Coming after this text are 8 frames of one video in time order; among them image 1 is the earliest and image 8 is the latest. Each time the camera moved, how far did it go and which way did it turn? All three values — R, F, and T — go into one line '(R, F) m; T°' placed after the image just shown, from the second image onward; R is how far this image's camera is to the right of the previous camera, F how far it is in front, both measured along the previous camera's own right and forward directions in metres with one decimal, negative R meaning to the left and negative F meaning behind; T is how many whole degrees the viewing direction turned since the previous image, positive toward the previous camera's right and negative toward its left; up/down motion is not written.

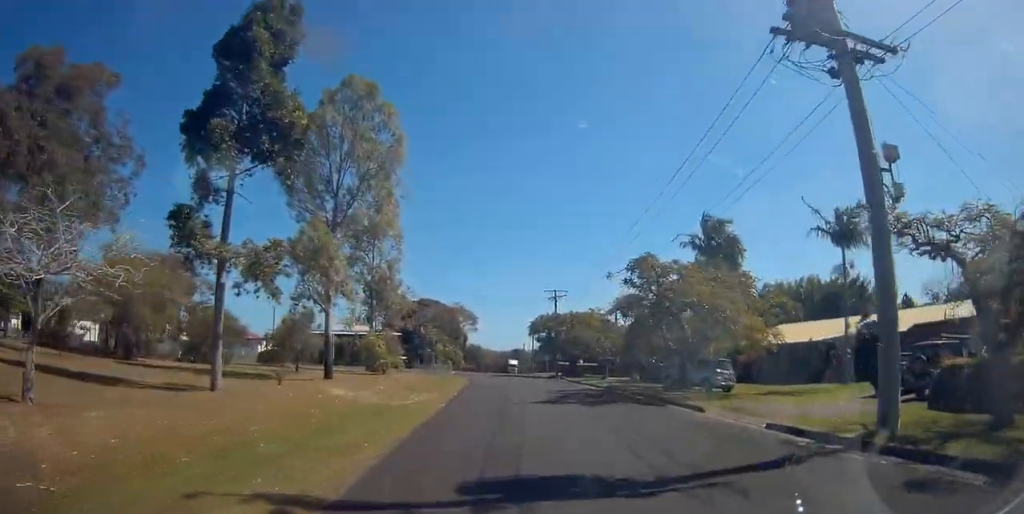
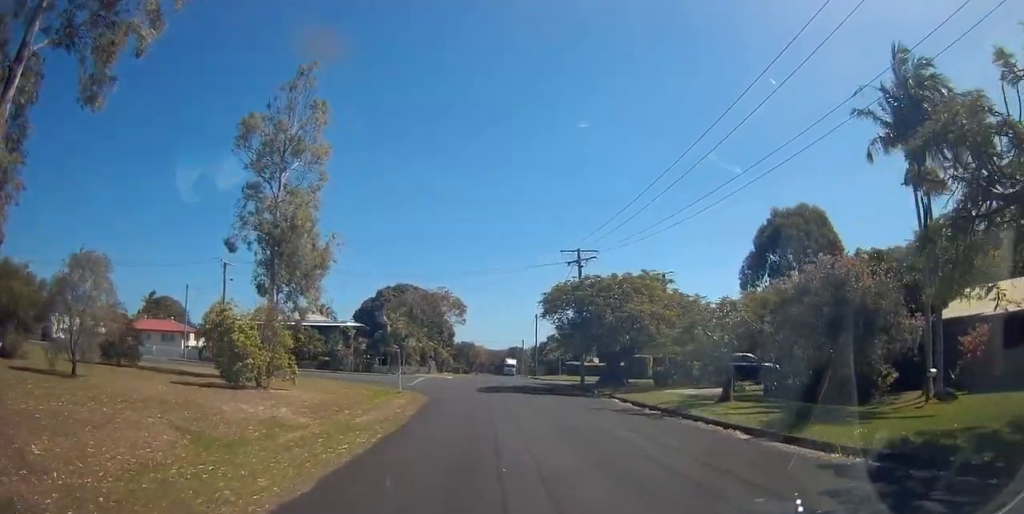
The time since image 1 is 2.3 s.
(+0.4, +23.5) m; +1°
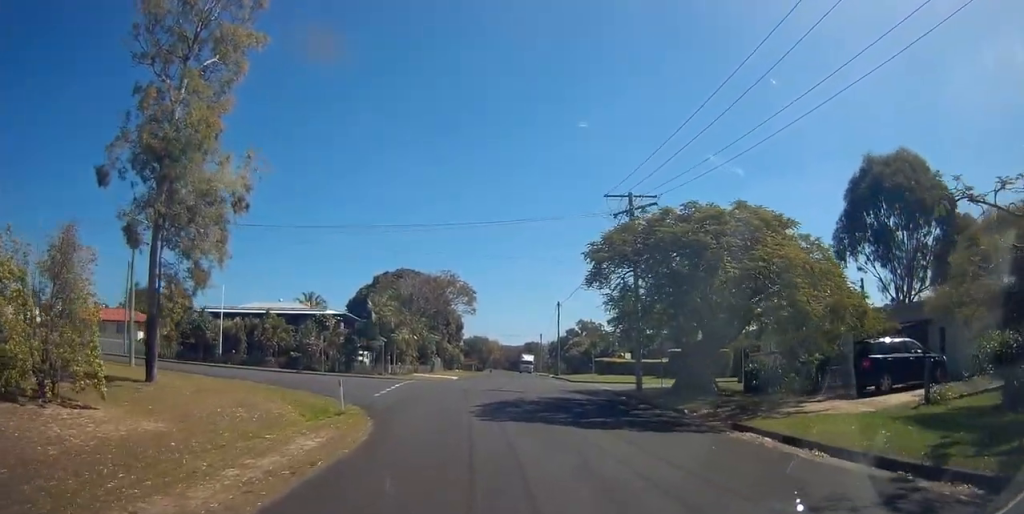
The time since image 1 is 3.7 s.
(-0.3, +13.1) m; -3°
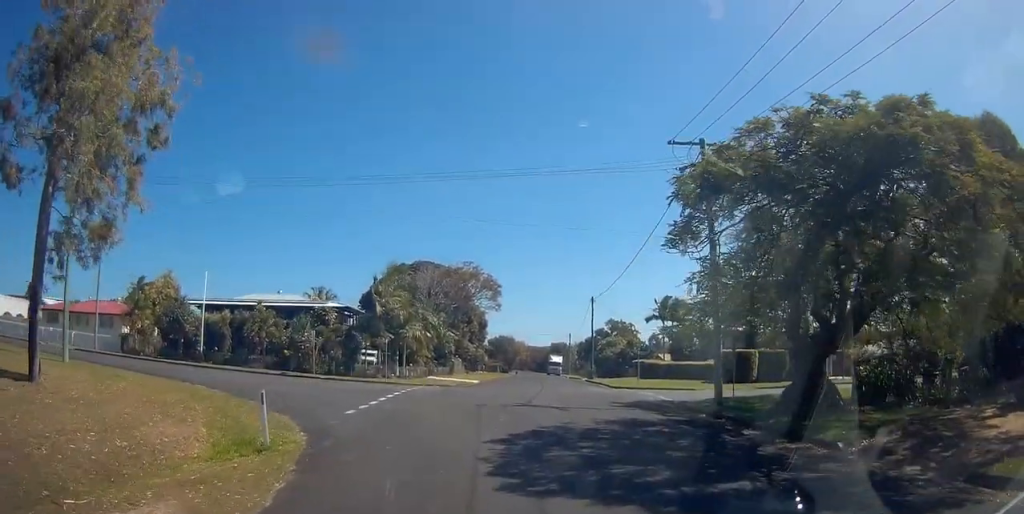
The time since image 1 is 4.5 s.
(-0.1, +7.6) m; -4°
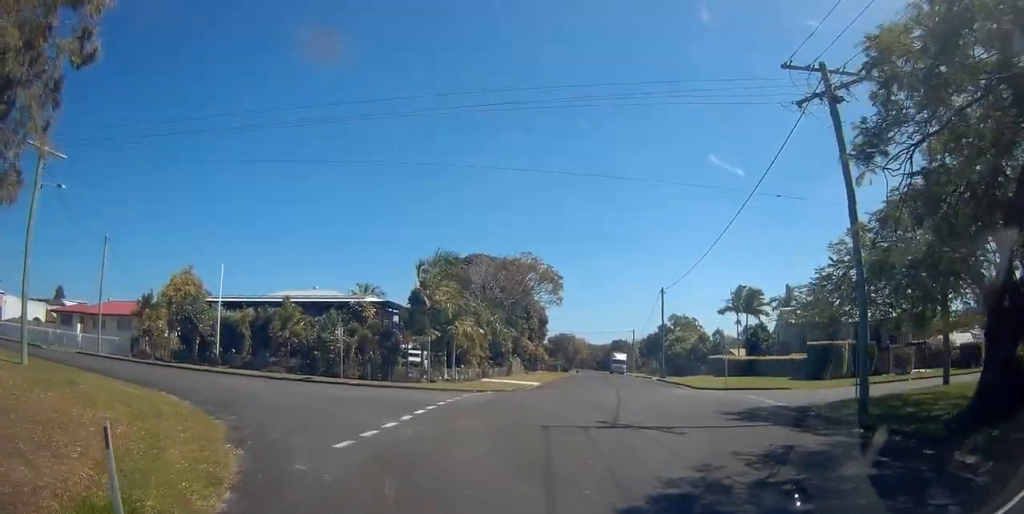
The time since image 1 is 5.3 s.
(+0.1, +6.1) m; -8°
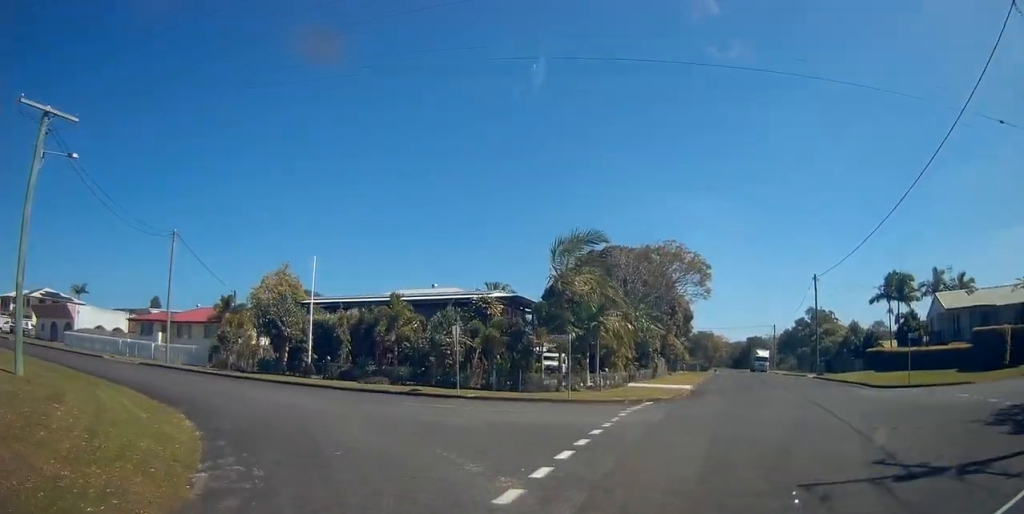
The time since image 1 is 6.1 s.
(-1.0, +6.1) m; -13°
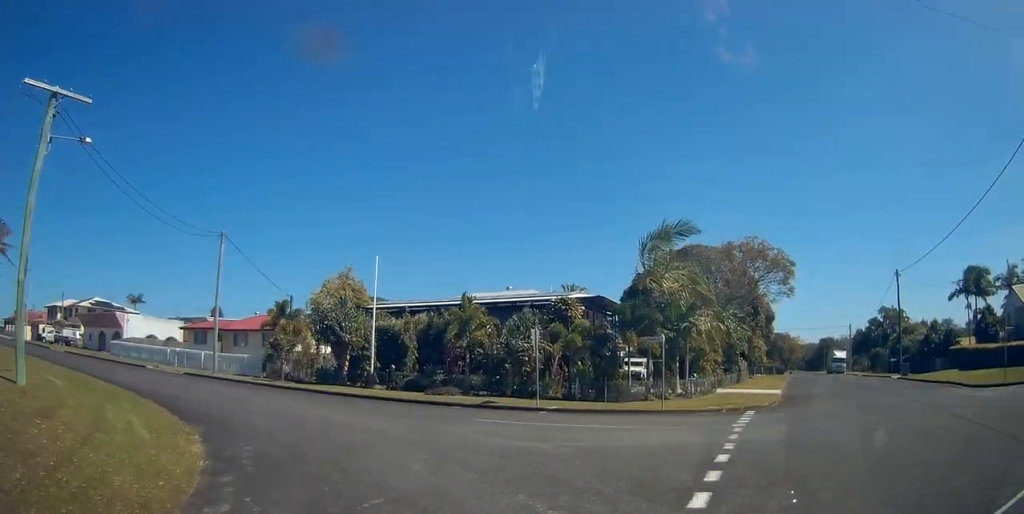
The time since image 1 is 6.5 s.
(-0.1, +2.7) m; -6°
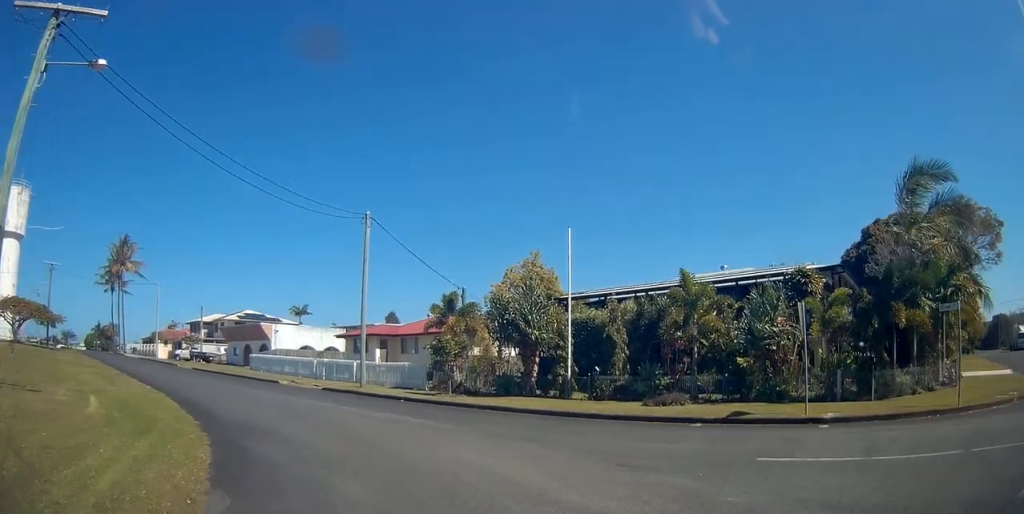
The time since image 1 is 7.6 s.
(-0.8, +6.6) m; -18°
